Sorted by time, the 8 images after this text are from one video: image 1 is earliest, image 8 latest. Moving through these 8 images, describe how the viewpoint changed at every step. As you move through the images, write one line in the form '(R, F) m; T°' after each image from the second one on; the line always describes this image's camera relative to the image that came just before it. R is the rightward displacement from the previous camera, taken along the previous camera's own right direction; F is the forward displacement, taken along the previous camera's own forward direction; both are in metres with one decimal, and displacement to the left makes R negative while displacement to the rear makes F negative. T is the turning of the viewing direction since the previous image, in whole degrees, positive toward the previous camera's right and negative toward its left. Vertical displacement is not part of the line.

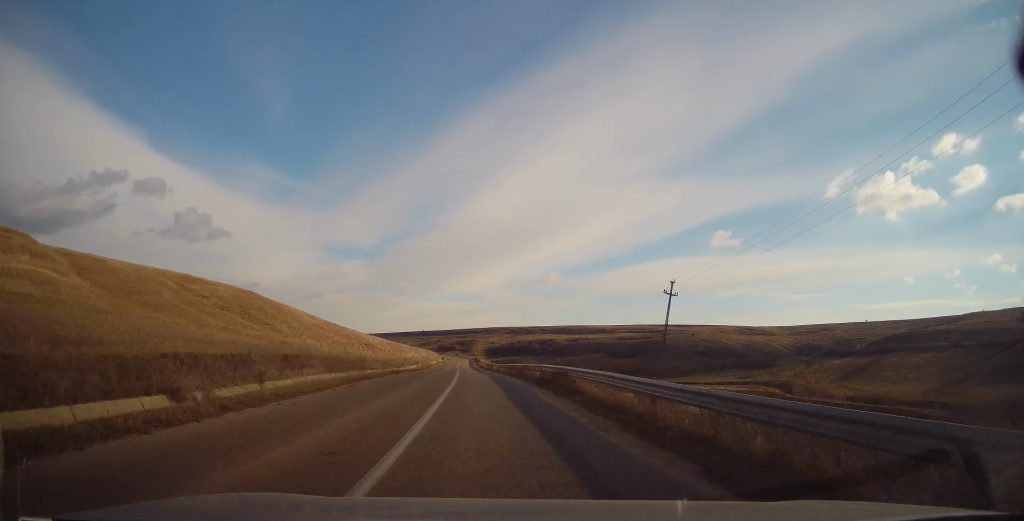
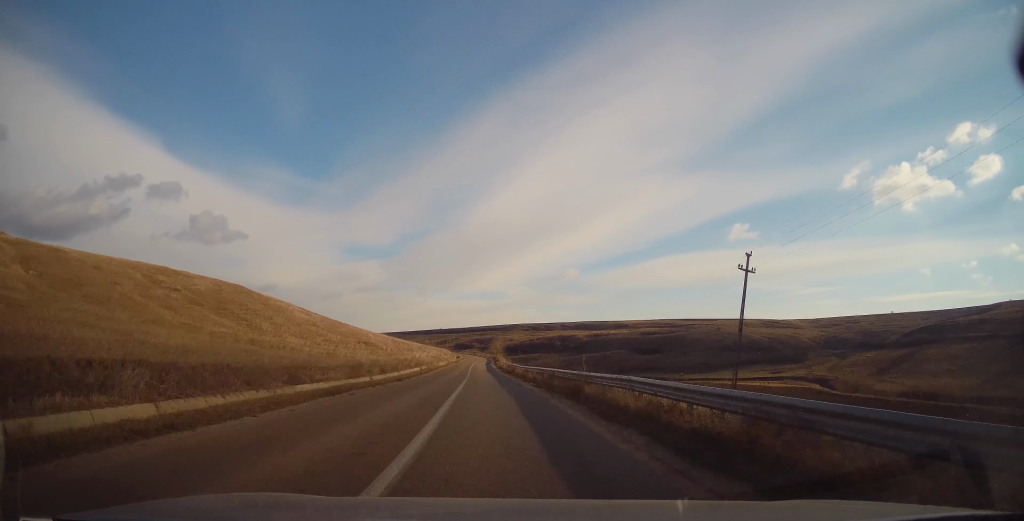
(-0.2, +13.9) m; -2°
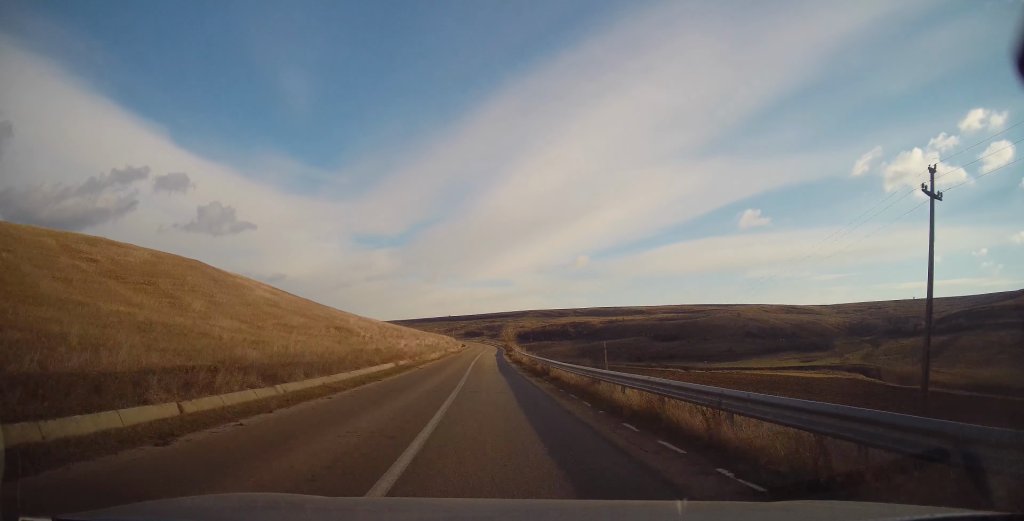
(-0.3, +19.5) m; -3°
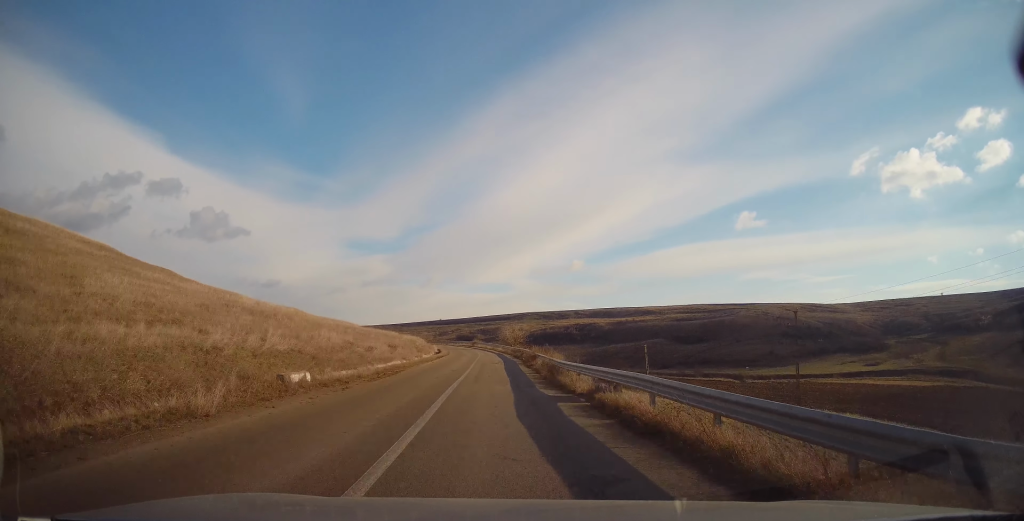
(-0.4, +47.5) m; +2°
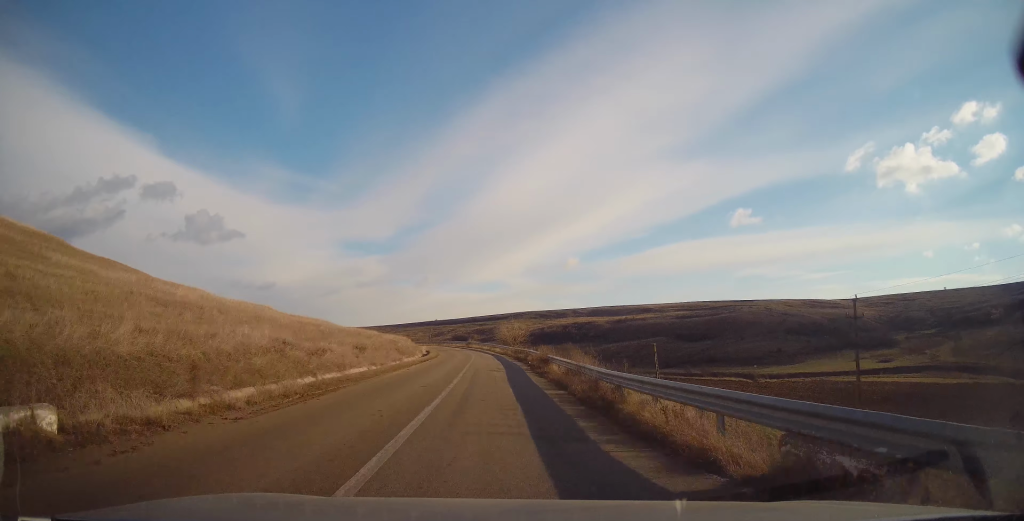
(+0.2, +8.8) m; 0°
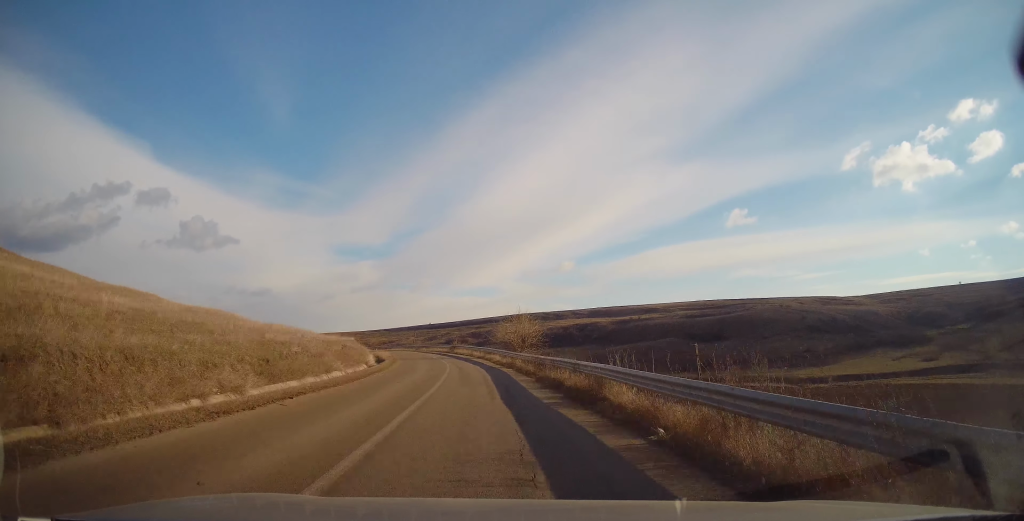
(+0.1, +24.7) m; -1°
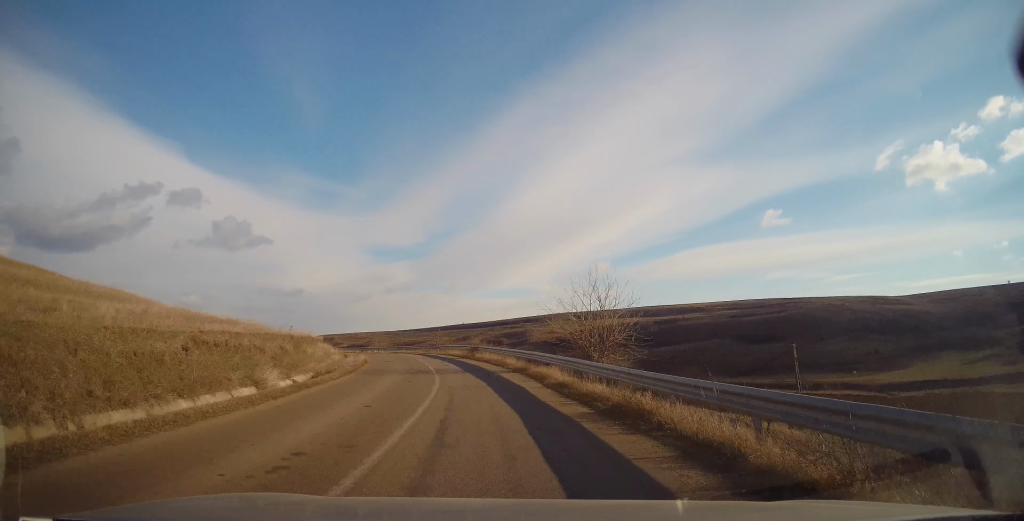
(-0.3, +20.6) m; -4°
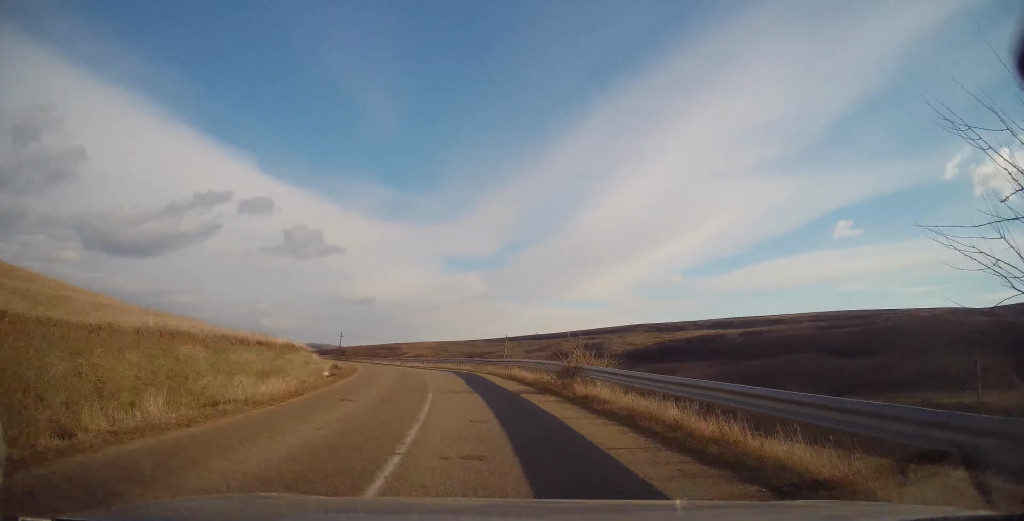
(-1.1, +20.3) m; -7°
